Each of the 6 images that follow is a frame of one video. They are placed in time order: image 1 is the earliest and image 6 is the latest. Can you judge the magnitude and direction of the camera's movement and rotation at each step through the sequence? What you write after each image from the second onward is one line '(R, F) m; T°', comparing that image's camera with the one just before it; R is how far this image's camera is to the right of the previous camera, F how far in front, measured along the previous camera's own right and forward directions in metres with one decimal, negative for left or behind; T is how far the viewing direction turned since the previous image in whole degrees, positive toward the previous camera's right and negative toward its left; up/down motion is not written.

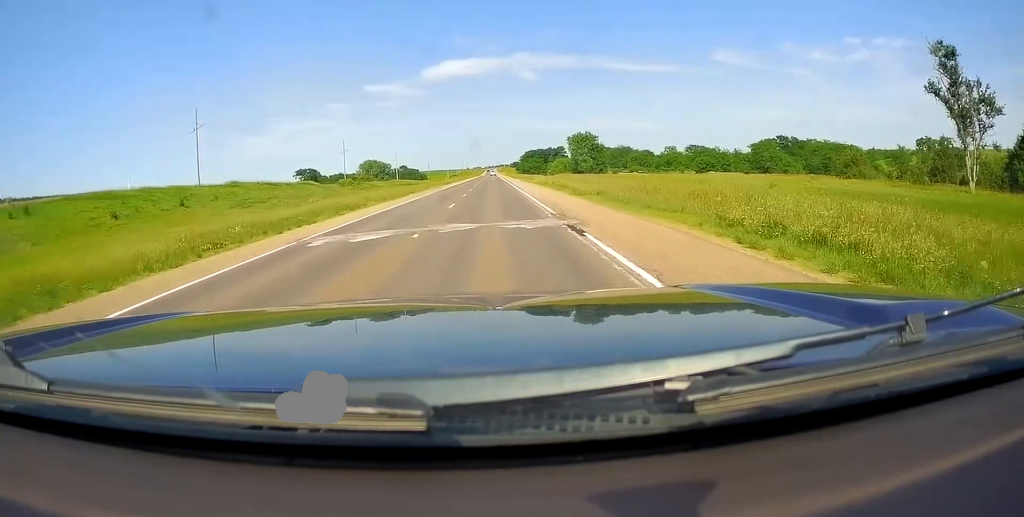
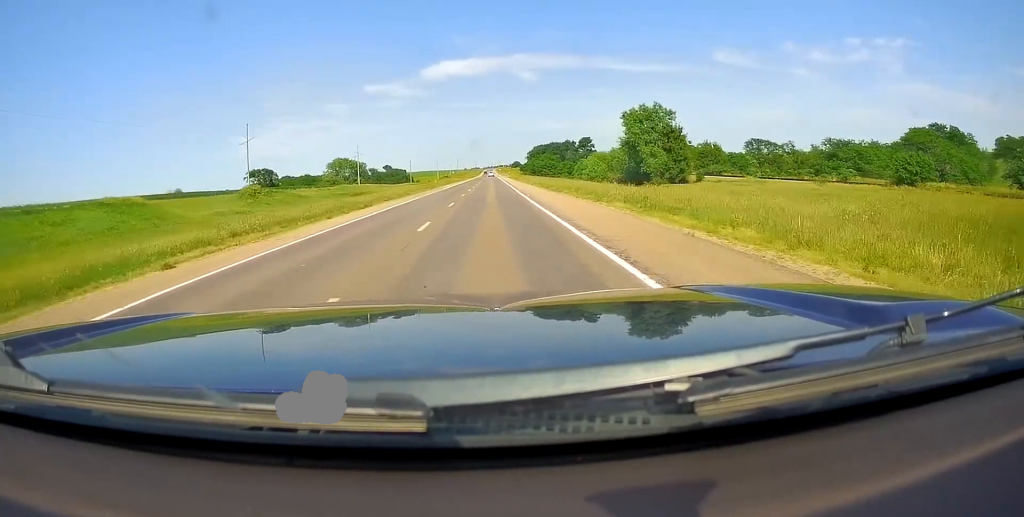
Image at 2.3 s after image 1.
(-0.8, +70.9) m; -1°
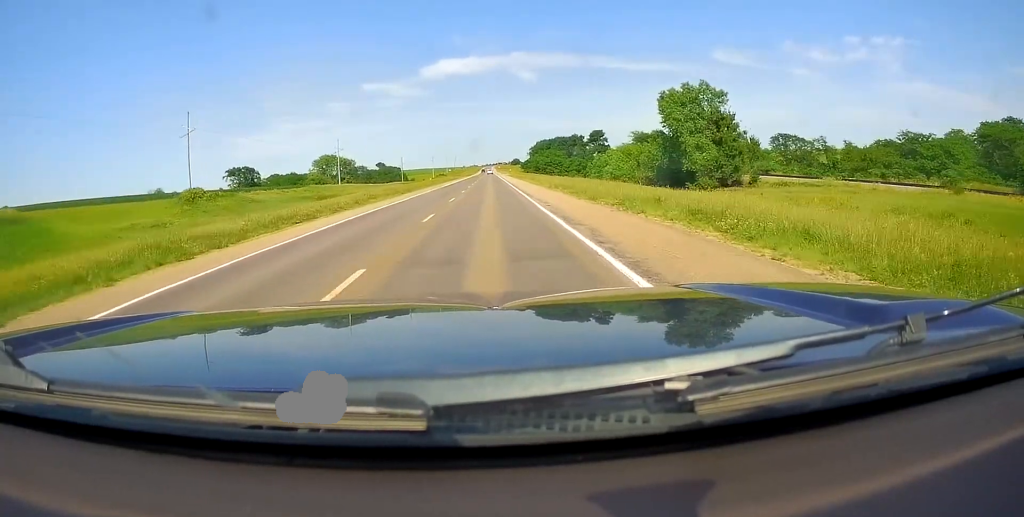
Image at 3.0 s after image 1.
(-0.1, +22.0) m; 0°
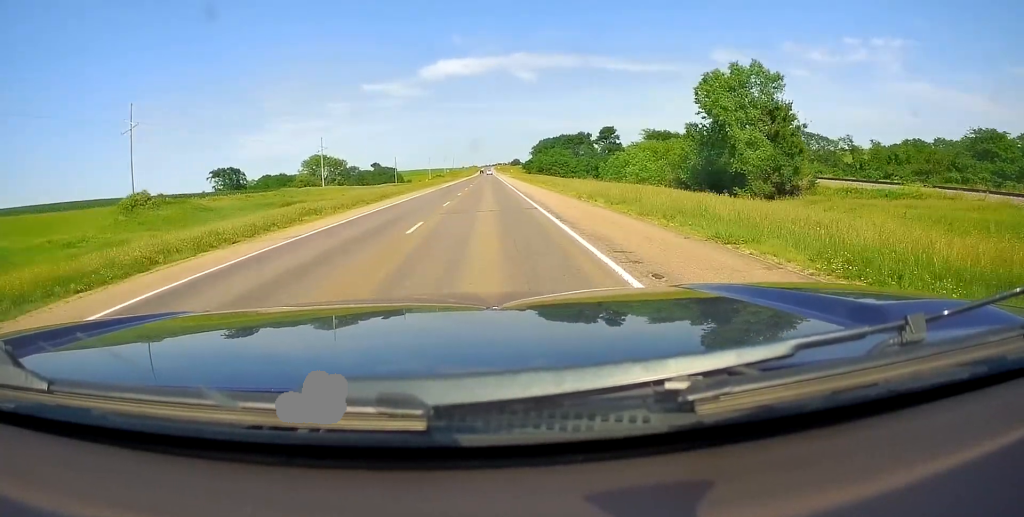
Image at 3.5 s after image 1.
(+0.2, +15.3) m; +1°
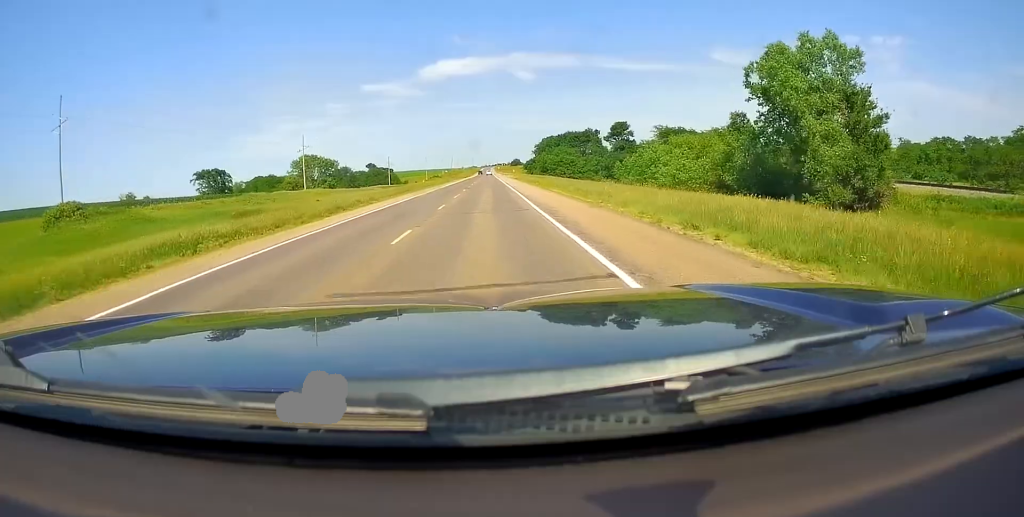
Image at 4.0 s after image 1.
(+0.1, +14.3) m; 0°
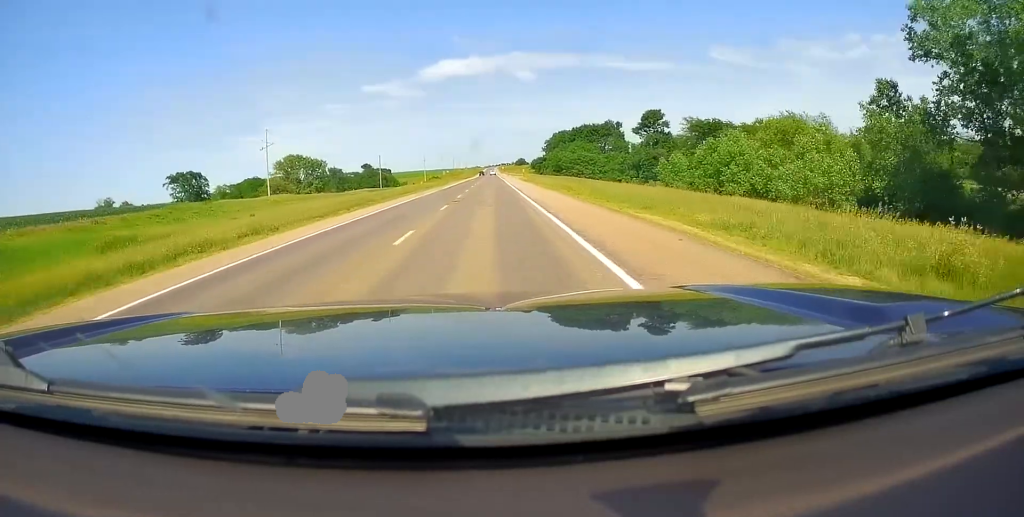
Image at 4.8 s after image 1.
(+0.1, +24.1) m; -1°
